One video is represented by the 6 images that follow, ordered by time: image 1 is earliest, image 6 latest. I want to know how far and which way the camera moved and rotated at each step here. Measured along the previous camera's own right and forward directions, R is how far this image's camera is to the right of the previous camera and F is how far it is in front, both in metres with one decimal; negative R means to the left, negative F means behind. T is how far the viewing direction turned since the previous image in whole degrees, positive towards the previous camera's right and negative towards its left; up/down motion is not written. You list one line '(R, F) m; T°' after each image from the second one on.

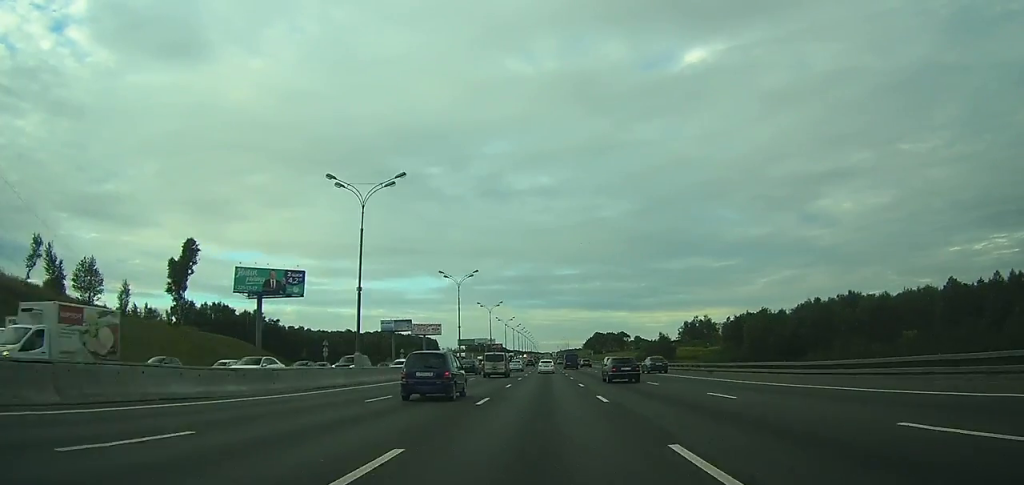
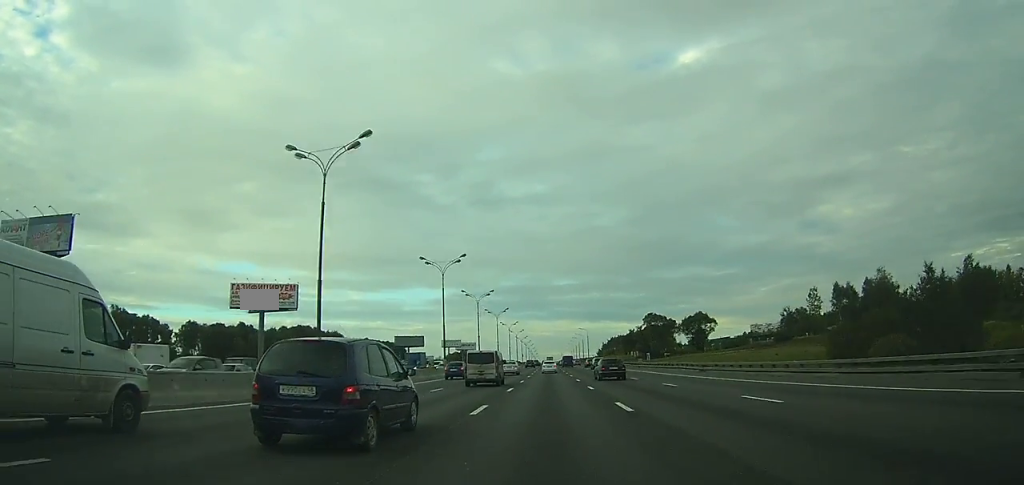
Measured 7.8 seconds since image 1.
(+0.3, +170.2) m; 0°
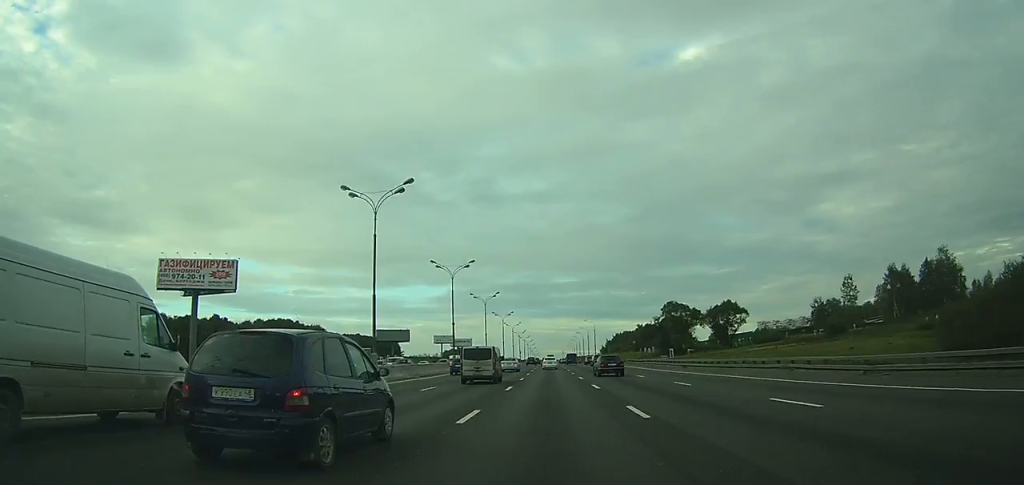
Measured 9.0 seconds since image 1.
(0.0, +25.8) m; 0°
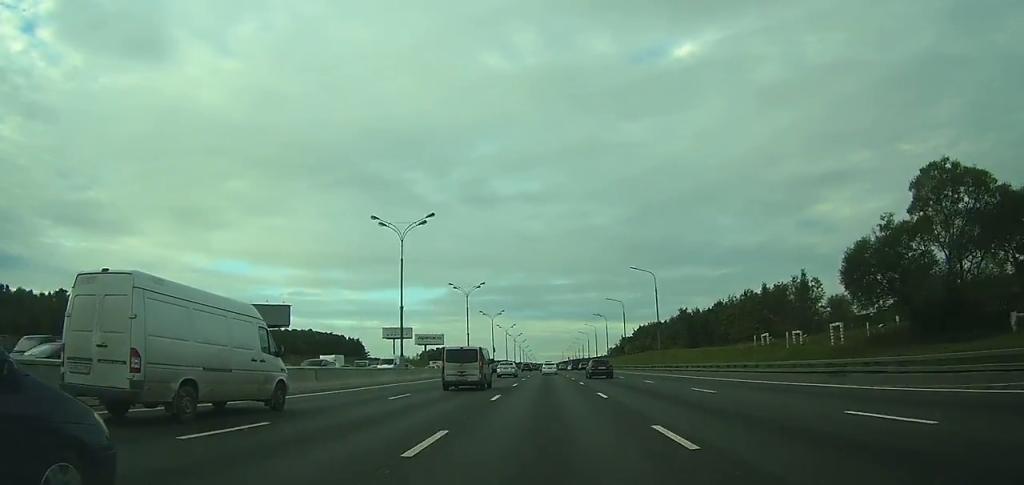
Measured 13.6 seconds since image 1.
(-0.3, +103.7) m; 0°
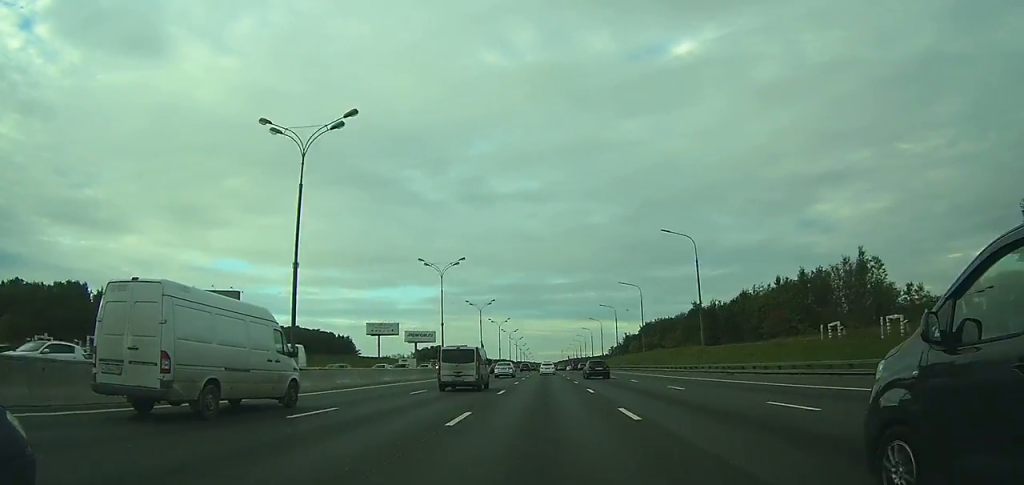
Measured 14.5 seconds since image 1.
(0.0, +20.2) m; 0°
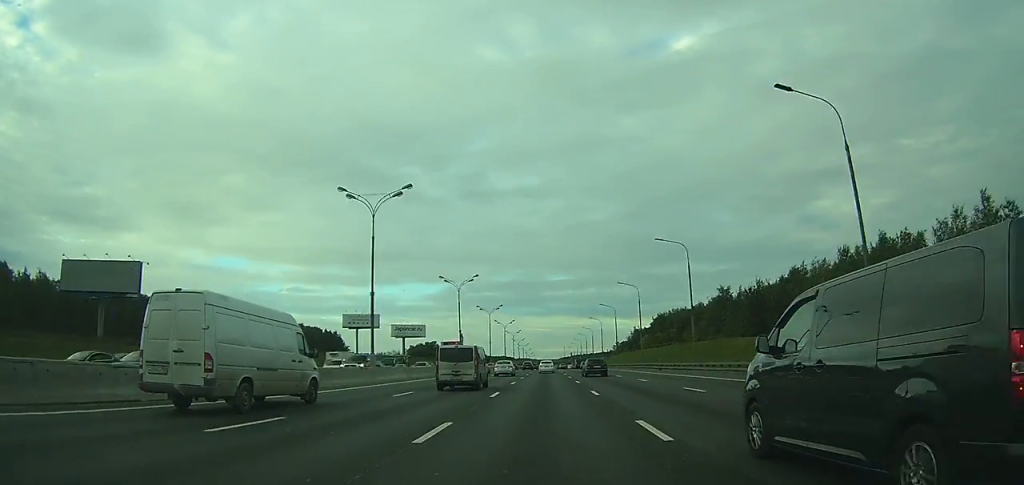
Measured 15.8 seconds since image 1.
(+0.1, +26.3) m; 0°
